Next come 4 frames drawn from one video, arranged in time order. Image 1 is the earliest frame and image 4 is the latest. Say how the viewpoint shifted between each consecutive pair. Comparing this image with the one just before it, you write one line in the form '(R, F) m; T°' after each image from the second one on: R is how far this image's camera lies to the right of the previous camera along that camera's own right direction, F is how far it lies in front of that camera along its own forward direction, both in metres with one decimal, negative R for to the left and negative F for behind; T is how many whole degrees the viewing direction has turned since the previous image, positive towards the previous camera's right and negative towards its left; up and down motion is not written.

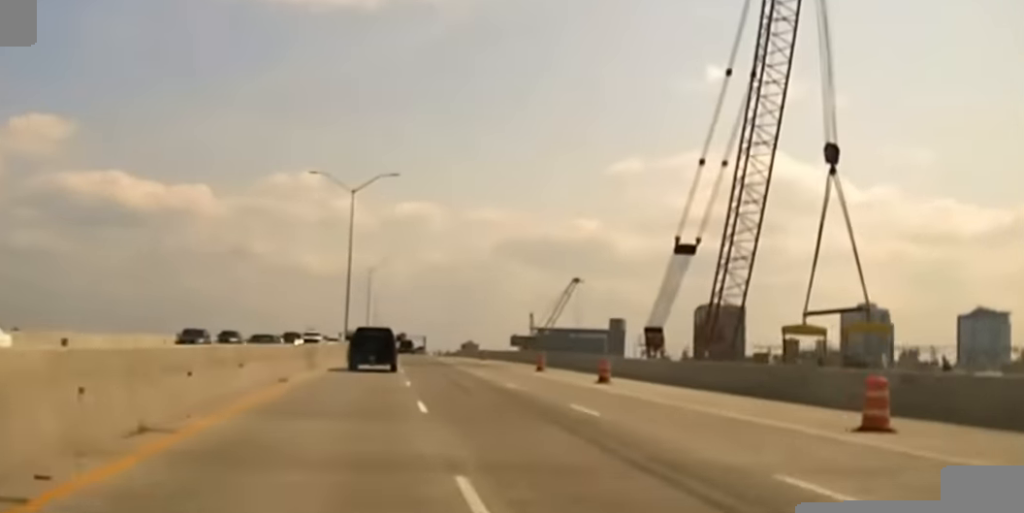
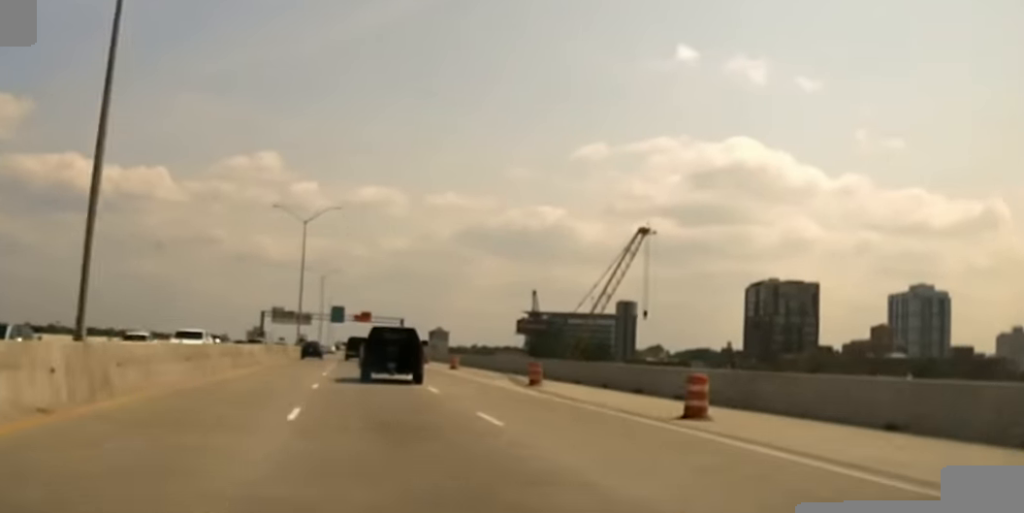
(+1.9, +157.4) m; +2°
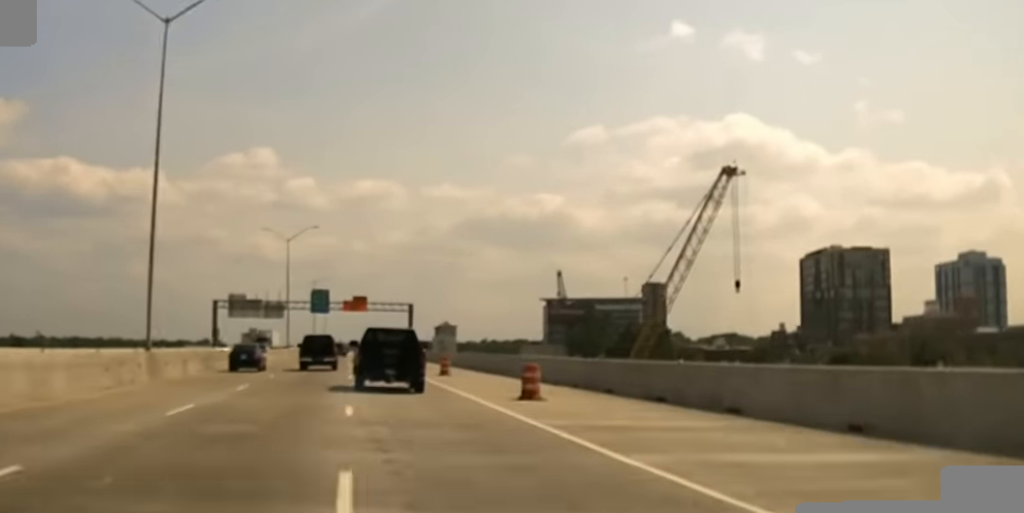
(+0.5, +69.6) m; -1°
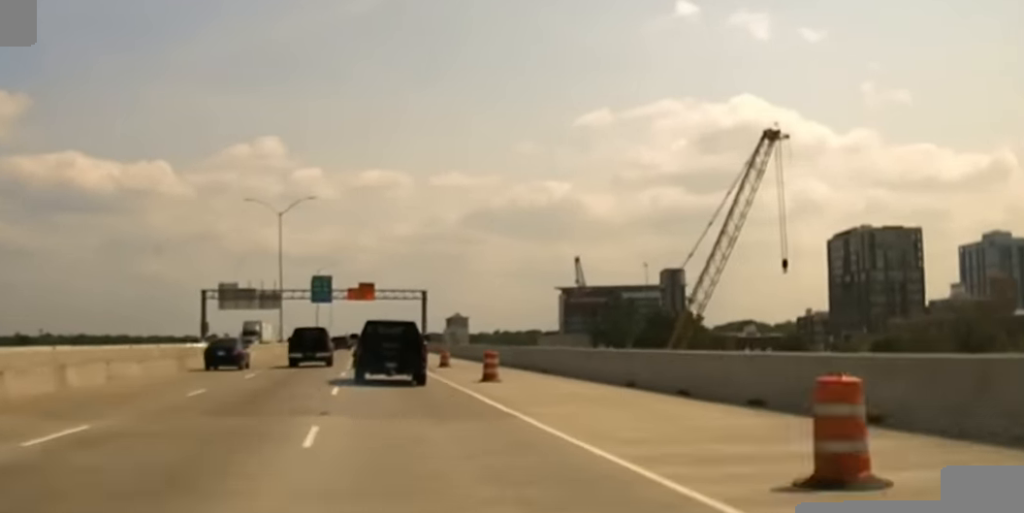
(-0.6, +21.4) m; -1°
